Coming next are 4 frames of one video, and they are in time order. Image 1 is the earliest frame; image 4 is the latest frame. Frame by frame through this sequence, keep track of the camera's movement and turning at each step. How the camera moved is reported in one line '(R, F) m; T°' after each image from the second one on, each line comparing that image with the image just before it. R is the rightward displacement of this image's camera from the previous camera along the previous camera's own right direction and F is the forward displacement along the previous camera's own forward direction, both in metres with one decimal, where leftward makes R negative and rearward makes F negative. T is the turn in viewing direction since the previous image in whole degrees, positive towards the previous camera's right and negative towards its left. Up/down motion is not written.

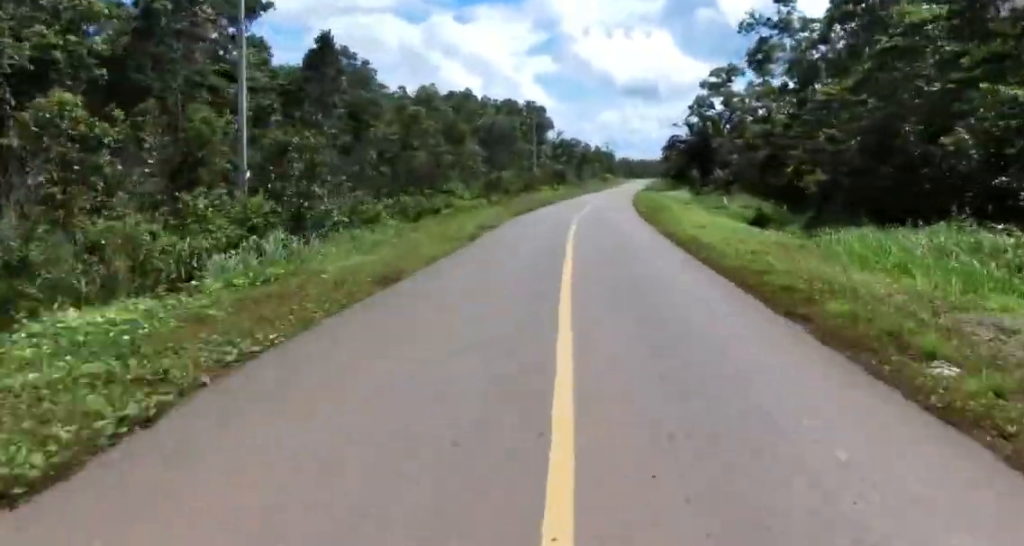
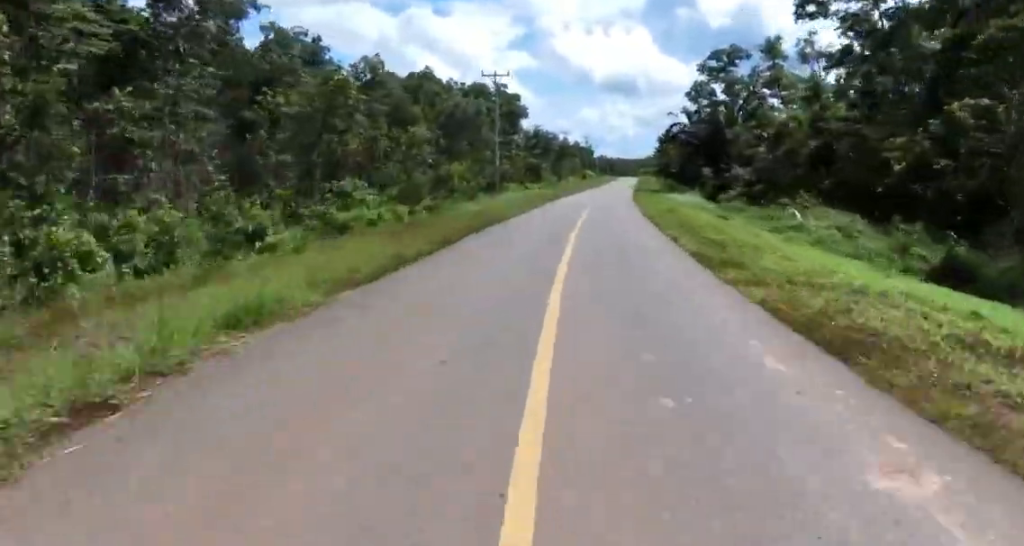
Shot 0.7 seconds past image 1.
(-0.1, +16.4) m; +1°
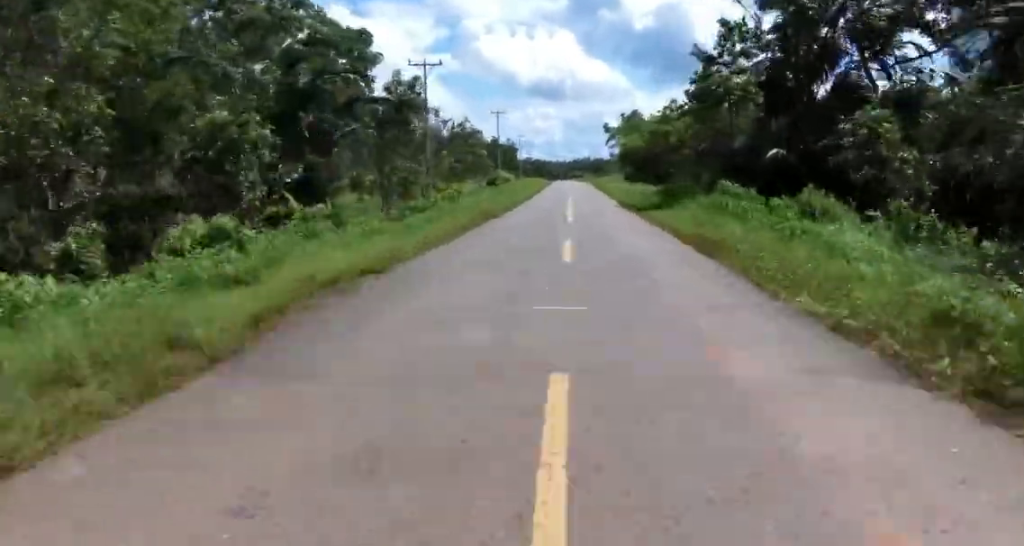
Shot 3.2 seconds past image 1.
(+5.8, +61.7) m; +10°
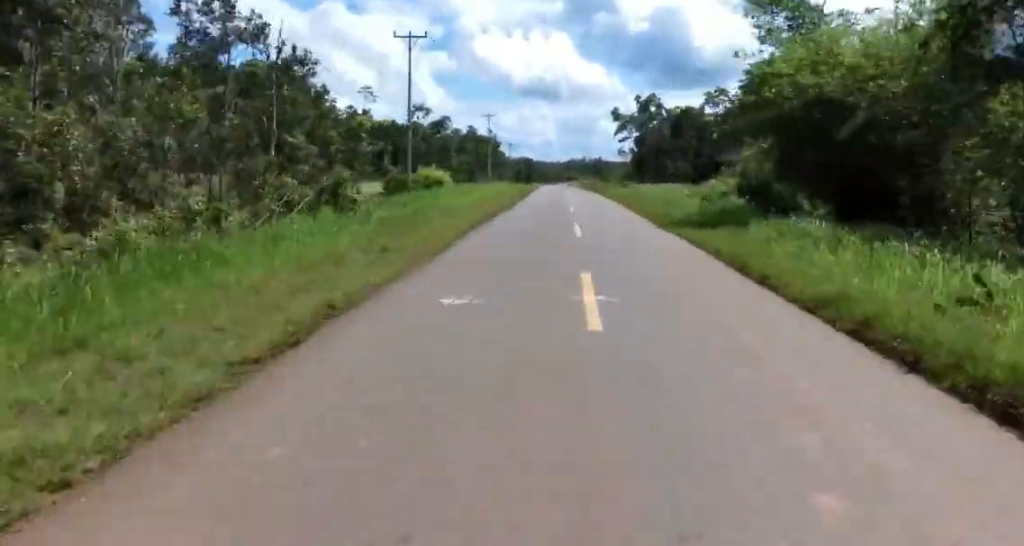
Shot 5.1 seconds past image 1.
(+0.1, +48.9) m; -2°
